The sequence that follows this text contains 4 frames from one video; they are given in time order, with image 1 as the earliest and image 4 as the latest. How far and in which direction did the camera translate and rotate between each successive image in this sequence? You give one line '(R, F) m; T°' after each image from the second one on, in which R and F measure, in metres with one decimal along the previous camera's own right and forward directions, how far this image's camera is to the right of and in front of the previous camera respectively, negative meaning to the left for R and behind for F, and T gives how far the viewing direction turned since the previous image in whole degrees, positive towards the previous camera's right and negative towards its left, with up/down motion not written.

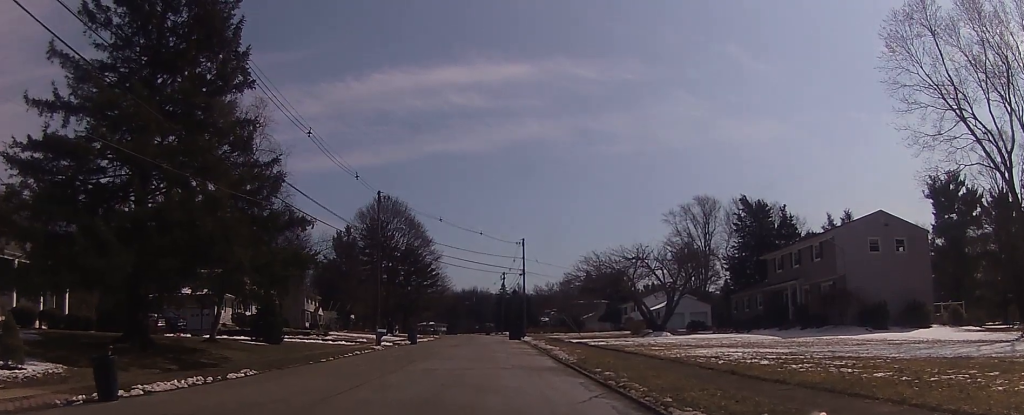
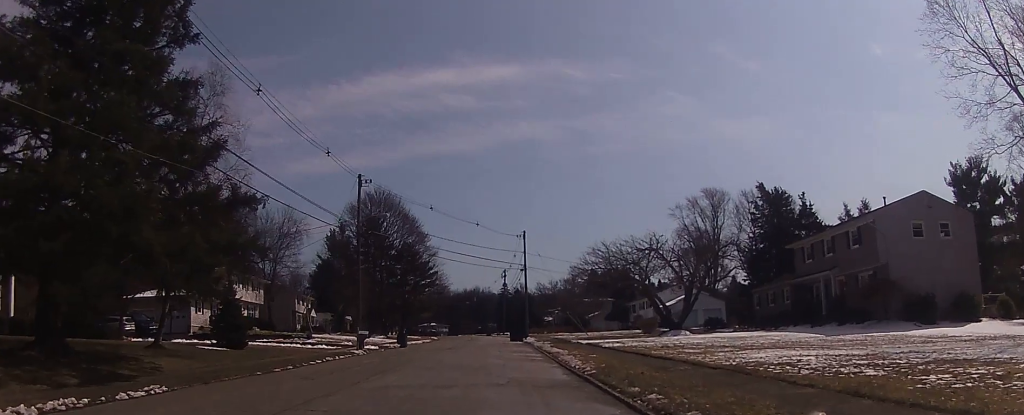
(+0.2, +1.2) m; 0°
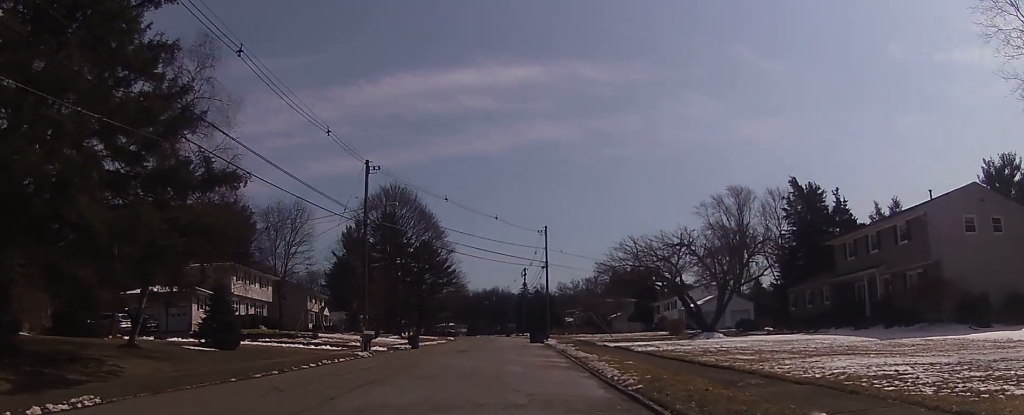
(+0.1, +1.2) m; -4°
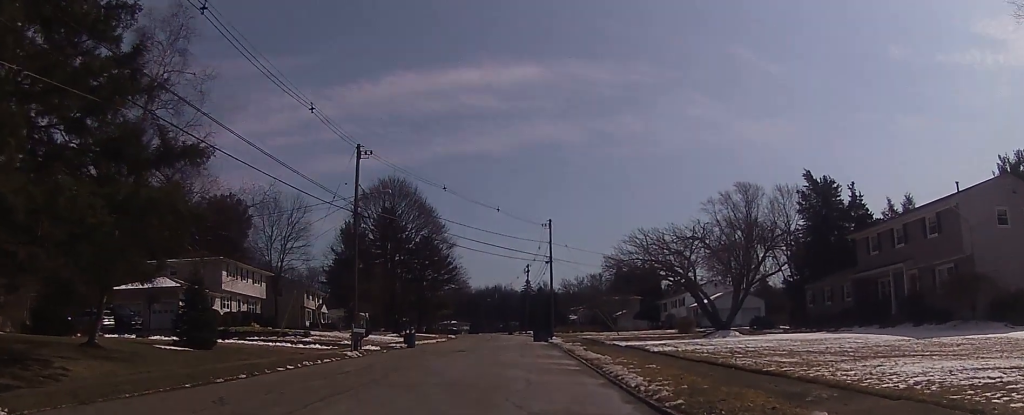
(-0.1, +3.1) m; -2°
